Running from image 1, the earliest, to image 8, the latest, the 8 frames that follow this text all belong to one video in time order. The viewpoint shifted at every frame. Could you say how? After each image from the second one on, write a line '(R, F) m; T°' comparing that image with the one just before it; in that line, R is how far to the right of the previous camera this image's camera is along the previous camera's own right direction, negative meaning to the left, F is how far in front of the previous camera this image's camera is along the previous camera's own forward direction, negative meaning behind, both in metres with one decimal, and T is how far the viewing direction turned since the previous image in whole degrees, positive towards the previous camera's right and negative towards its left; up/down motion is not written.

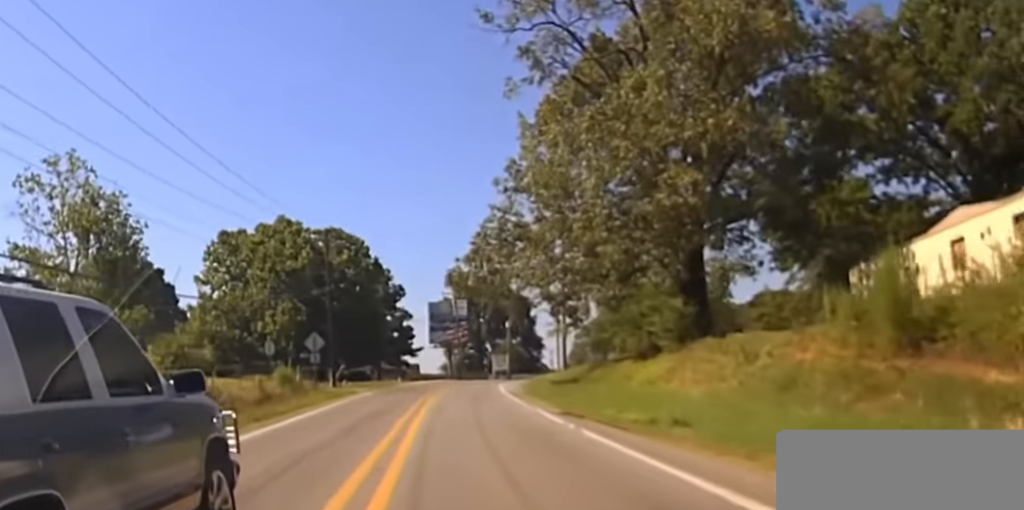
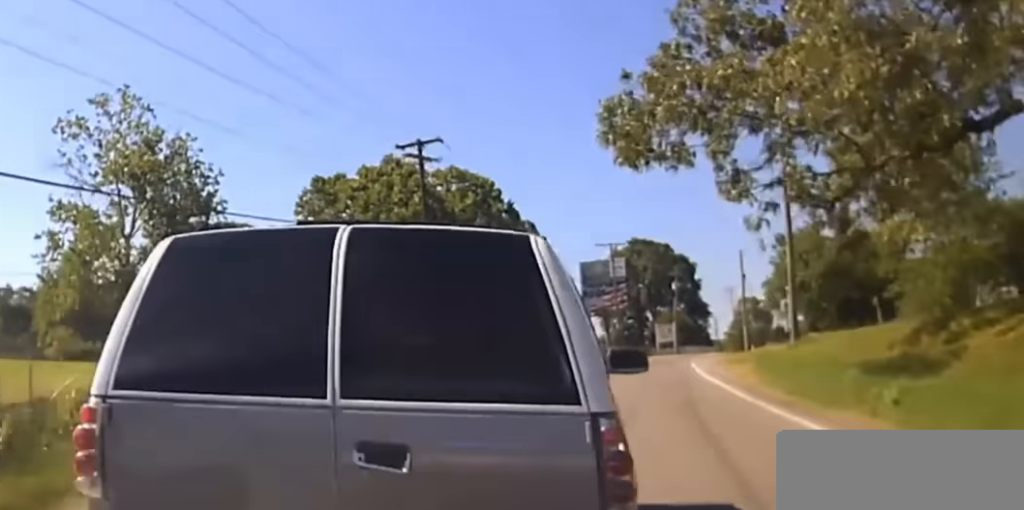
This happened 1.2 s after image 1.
(-0.1, +27.7) m; -1°
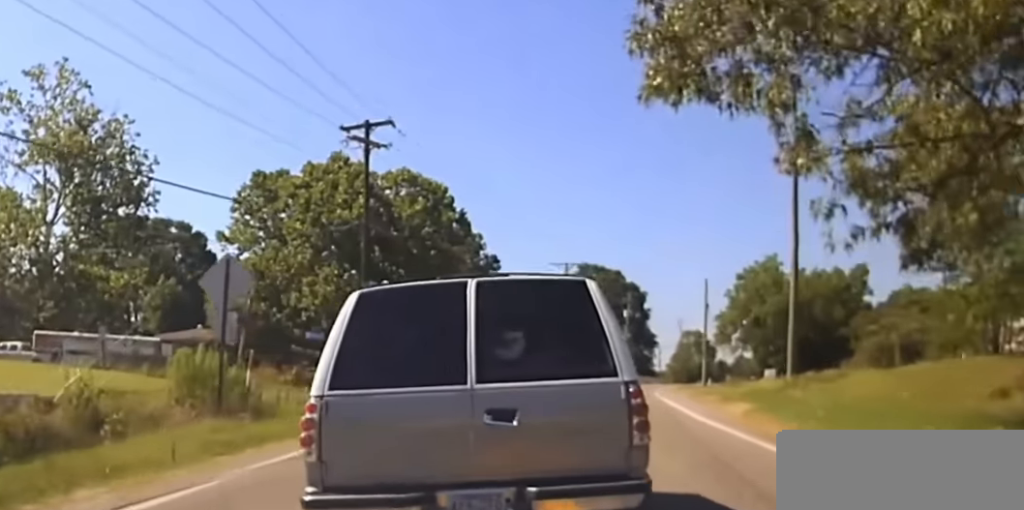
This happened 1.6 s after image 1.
(-0.2, +8.0) m; +1°
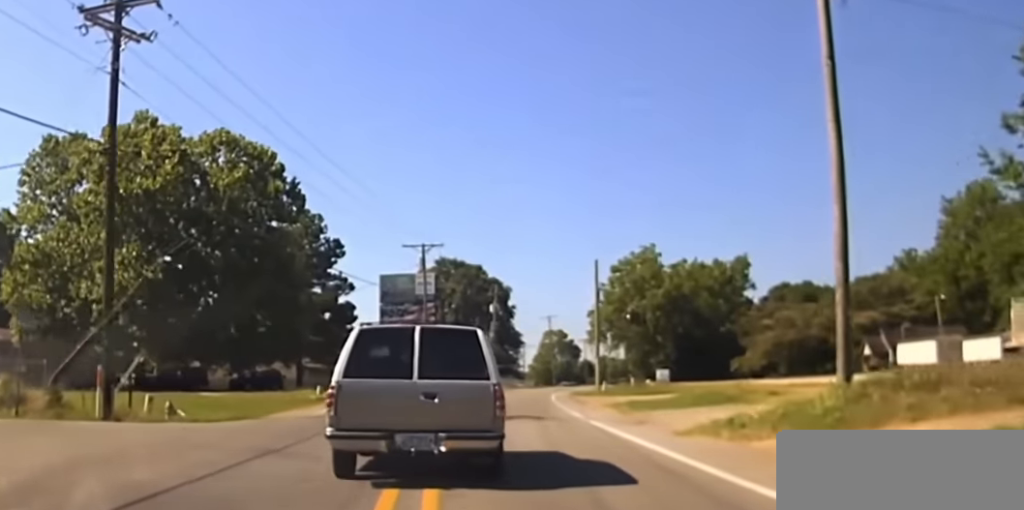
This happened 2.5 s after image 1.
(+0.1, +17.6) m; +3°
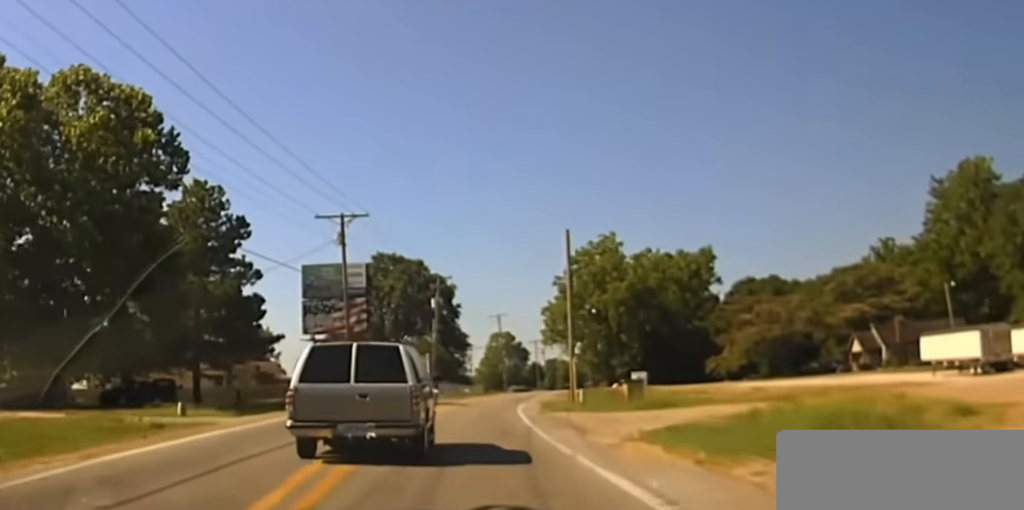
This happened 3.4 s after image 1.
(+0.8, +16.9) m; +3°
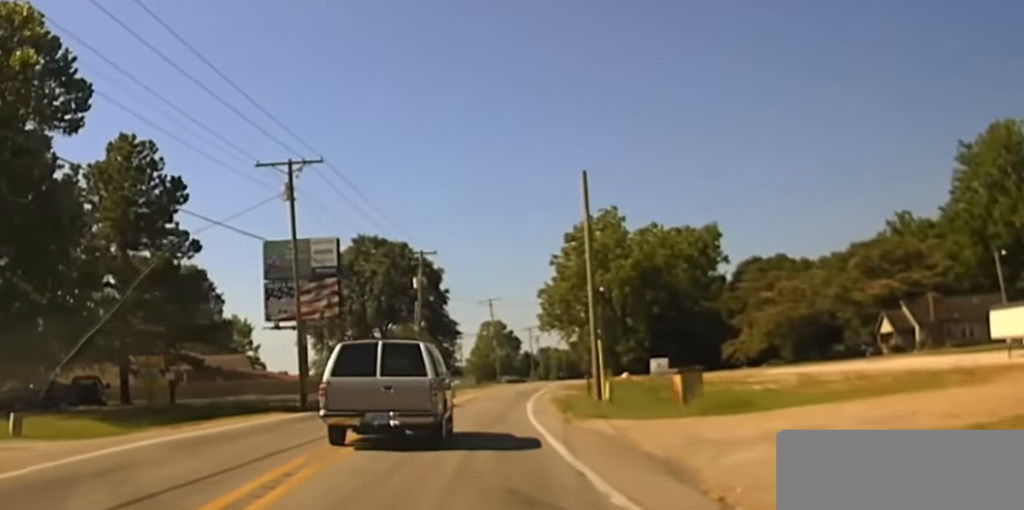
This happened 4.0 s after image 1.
(-0.1, +13.2) m; 0°
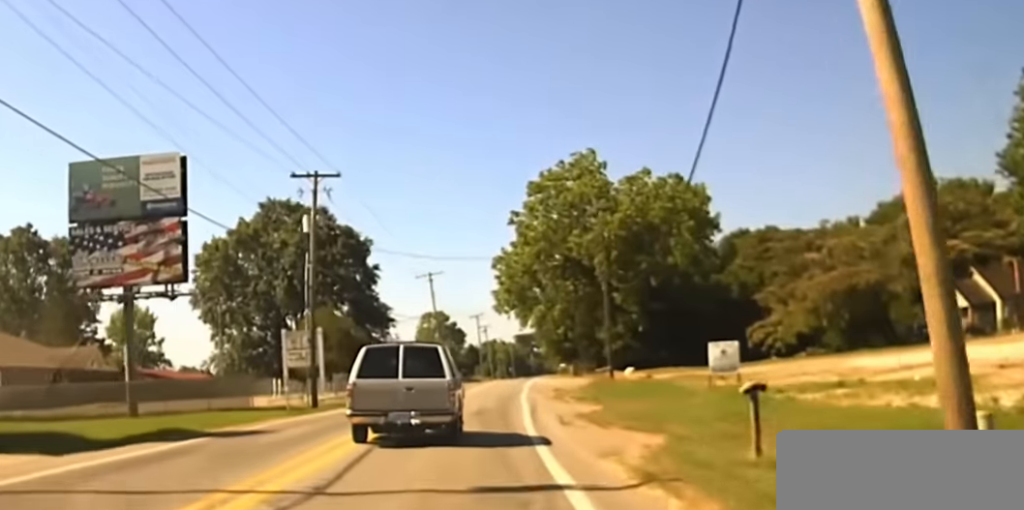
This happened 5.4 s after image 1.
(+0.7, +32.5) m; +3°
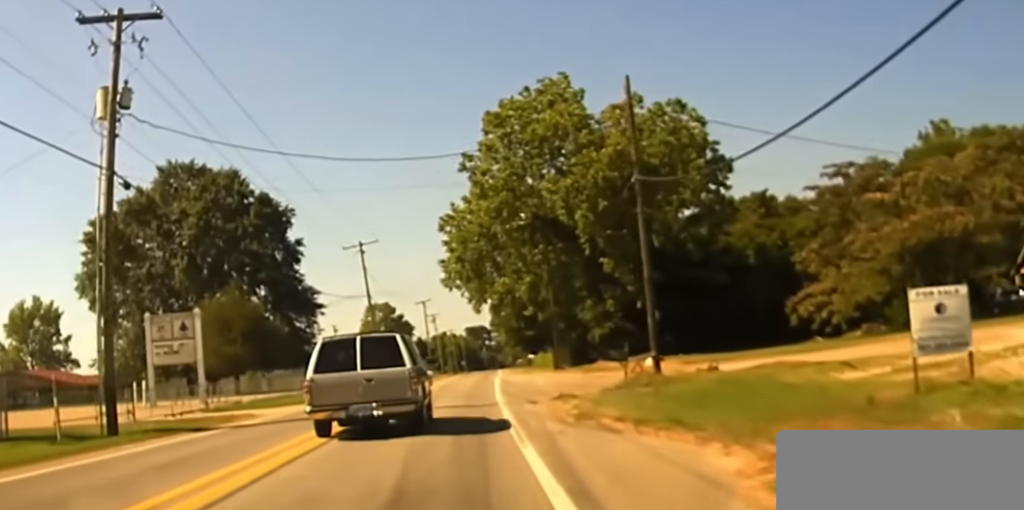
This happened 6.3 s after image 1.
(+0.6, +24.6) m; +2°
